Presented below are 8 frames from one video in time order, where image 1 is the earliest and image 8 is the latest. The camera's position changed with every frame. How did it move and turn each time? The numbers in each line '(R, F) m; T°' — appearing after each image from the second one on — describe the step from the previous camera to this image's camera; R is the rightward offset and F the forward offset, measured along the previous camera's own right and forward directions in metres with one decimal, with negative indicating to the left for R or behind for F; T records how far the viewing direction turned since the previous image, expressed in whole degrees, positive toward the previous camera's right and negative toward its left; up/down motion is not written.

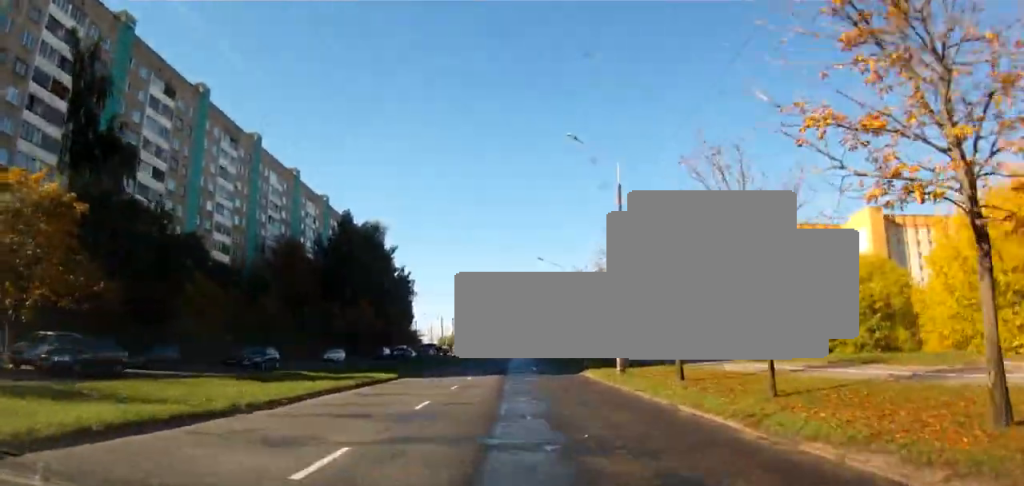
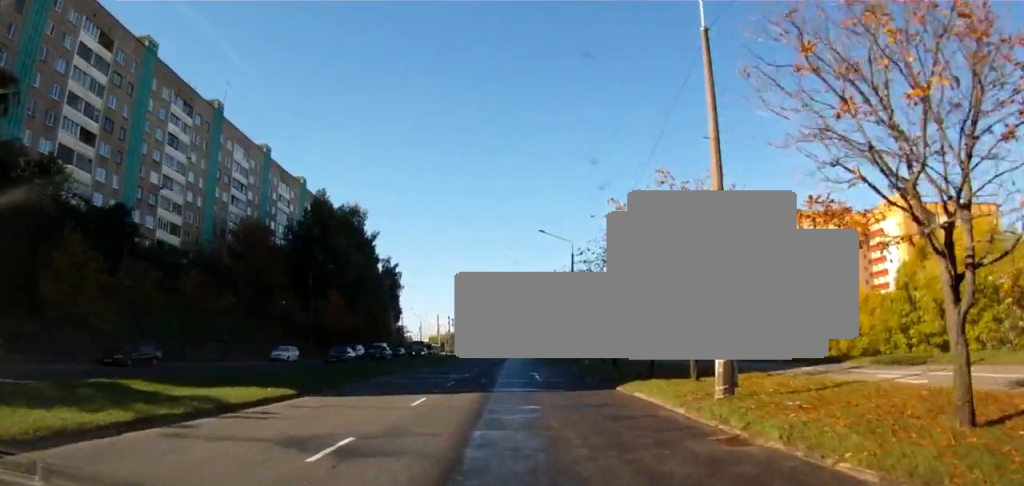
(-0.2, +15.7) m; +2°
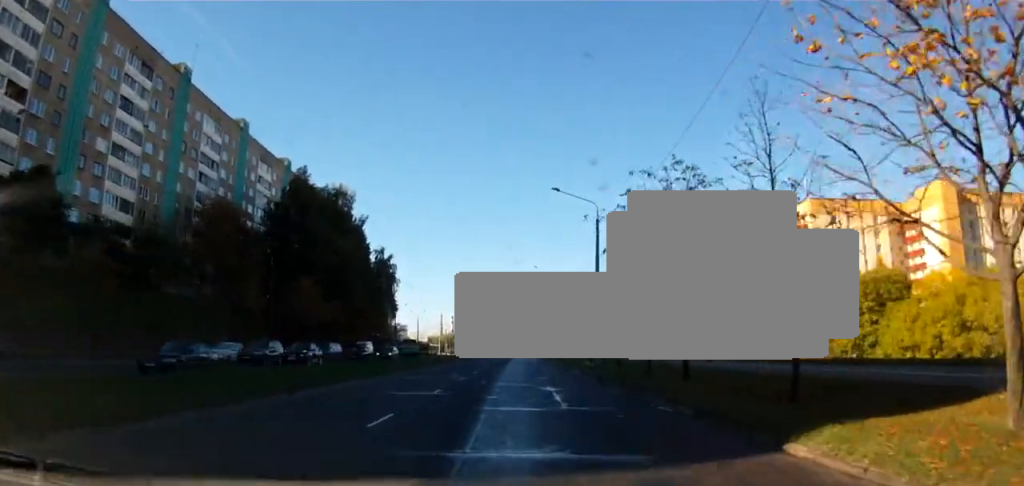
(+0.6, +13.0) m; +2°
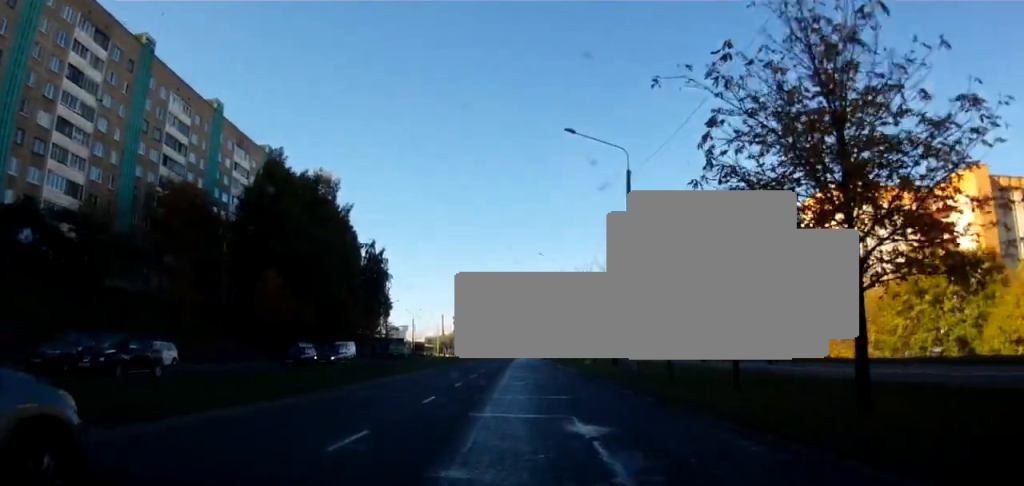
(0.0, +10.1) m; -2°
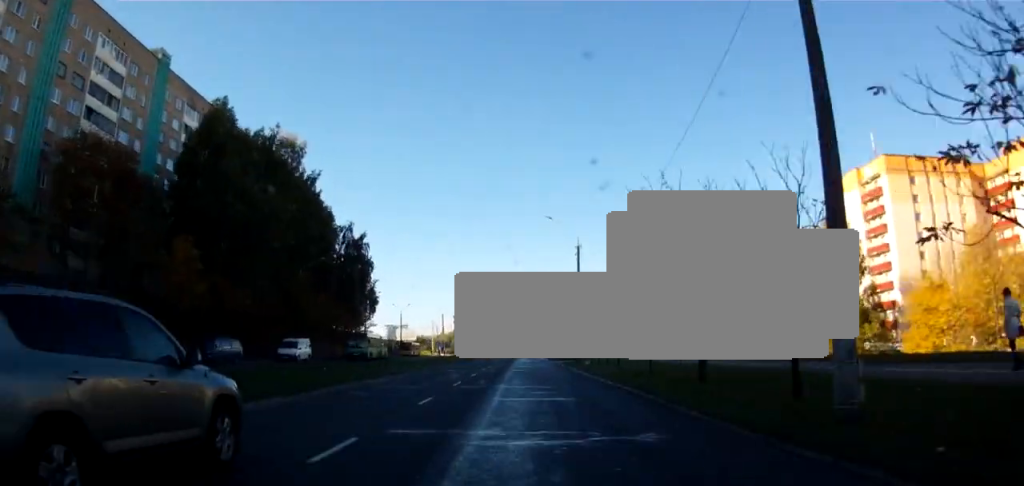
(-0.9, +16.8) m; -3°
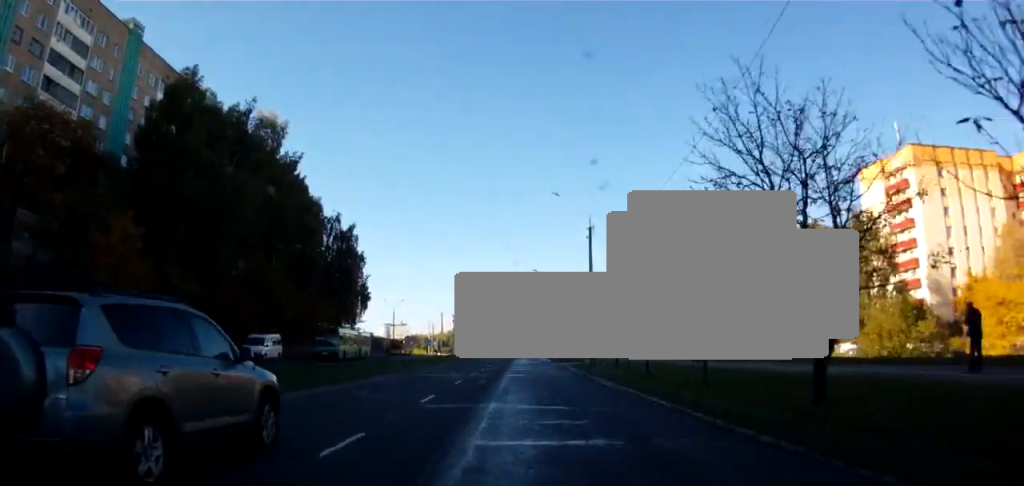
(0.0, +7.3) m; +1°
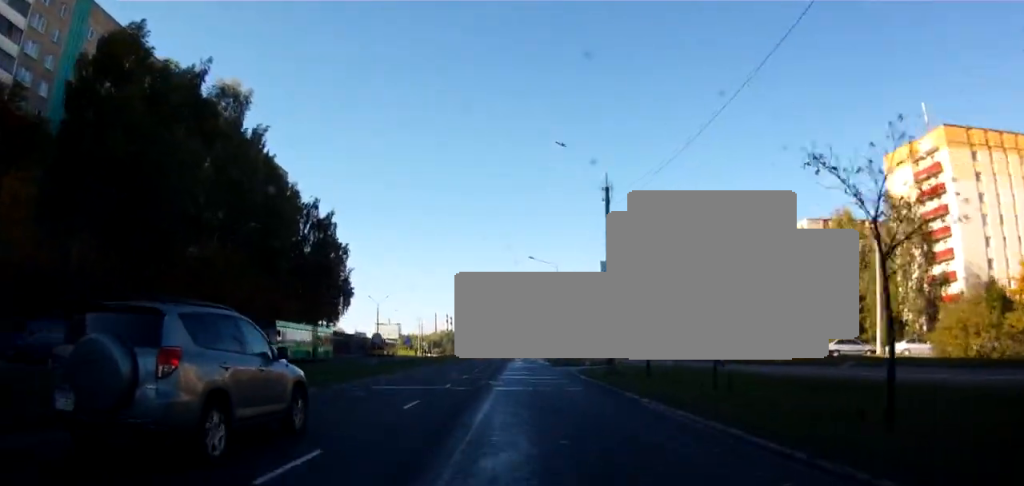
(+0.2, +9.3) m; +3°
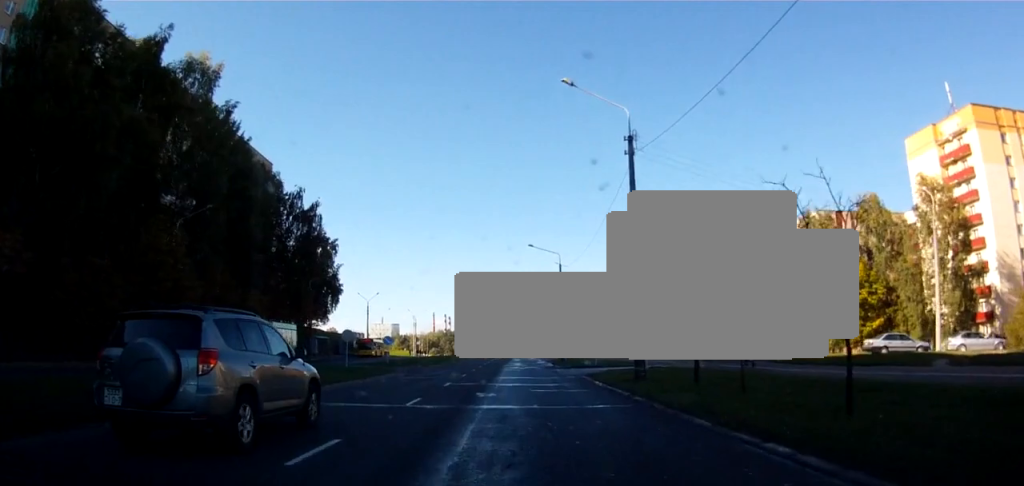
(+0.3, +7.1) m; 0°
